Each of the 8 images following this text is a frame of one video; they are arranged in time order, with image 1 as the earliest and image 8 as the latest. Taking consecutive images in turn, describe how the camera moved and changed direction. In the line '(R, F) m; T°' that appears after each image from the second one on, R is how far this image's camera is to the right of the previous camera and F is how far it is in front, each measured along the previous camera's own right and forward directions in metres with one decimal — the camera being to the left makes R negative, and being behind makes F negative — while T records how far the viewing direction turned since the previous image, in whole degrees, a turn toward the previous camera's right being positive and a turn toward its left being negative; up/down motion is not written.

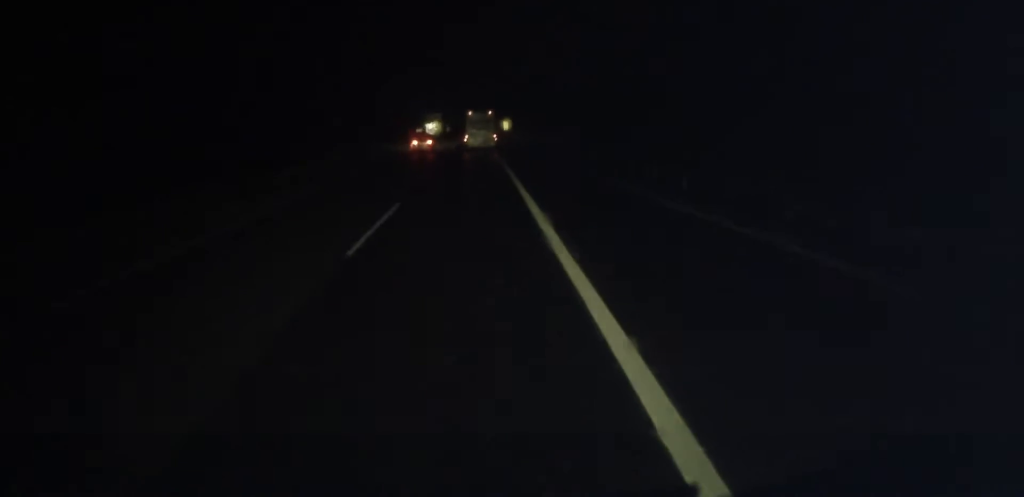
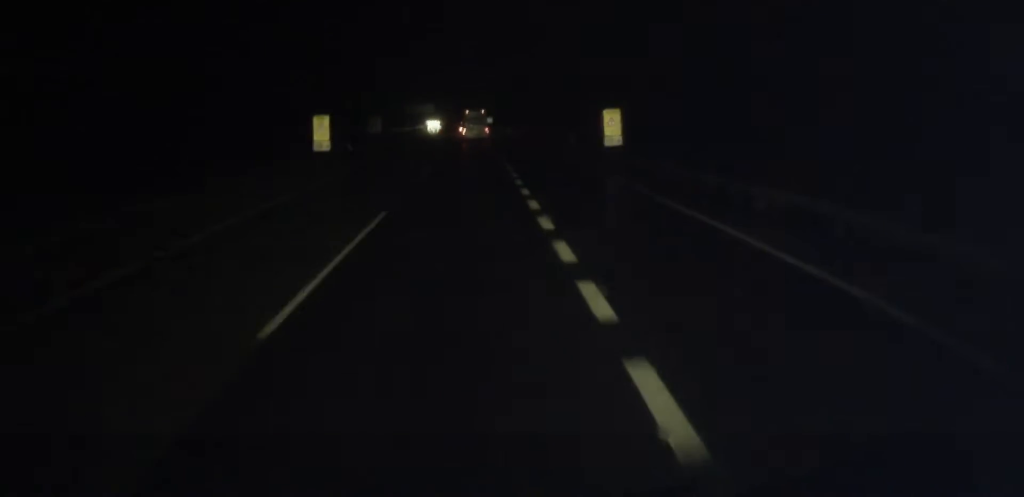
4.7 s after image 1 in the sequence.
(-0.7, +111.1) m; -1°
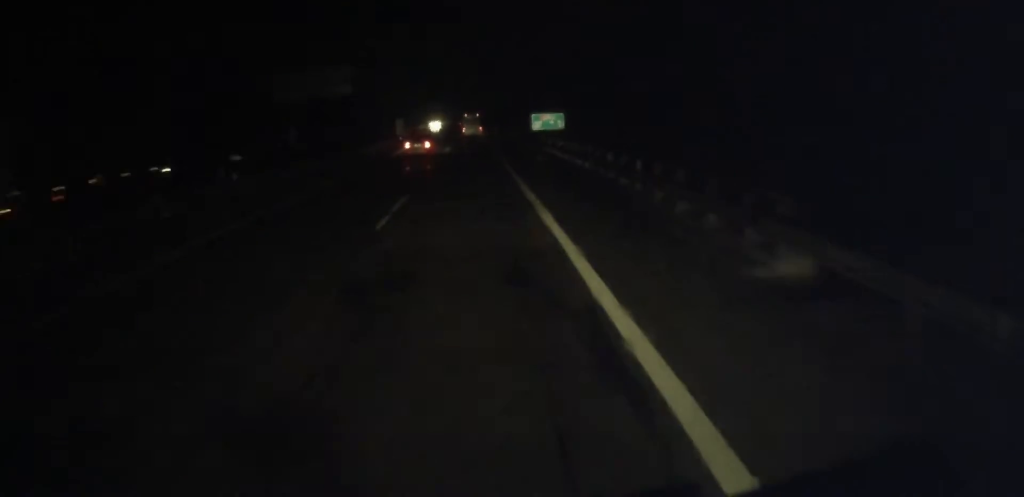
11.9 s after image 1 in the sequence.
(-2.4, +170.0) m; -1°
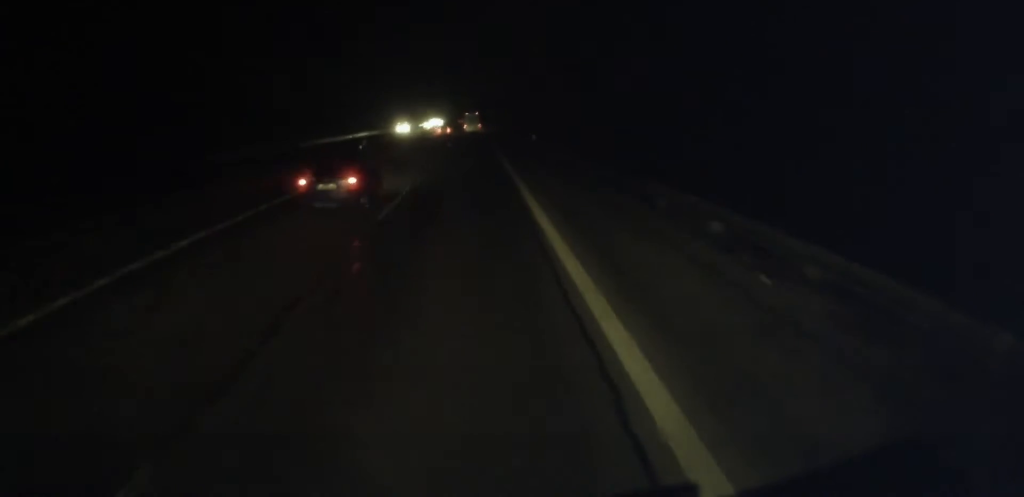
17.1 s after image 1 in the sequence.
(-1.2, +122.3) m; -1°
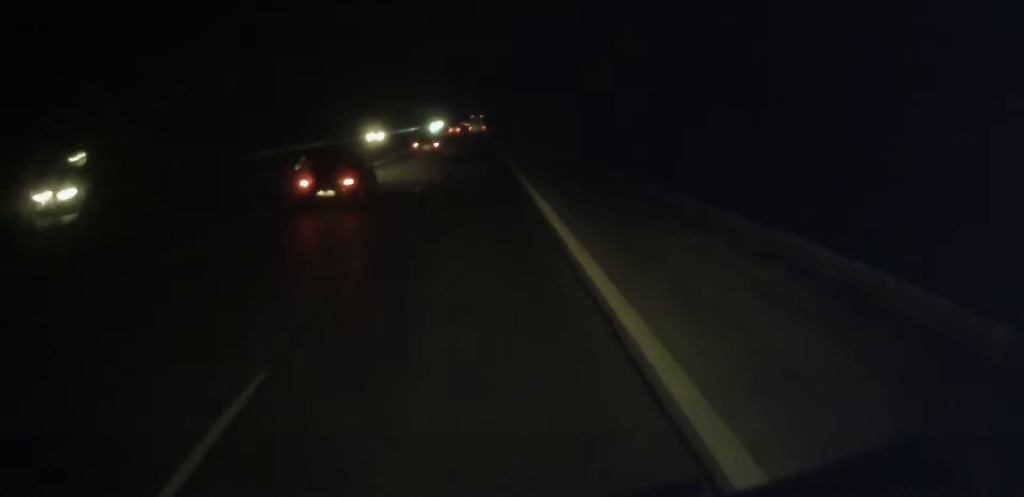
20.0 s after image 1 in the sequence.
(-0.5, +68.8) m; 0°
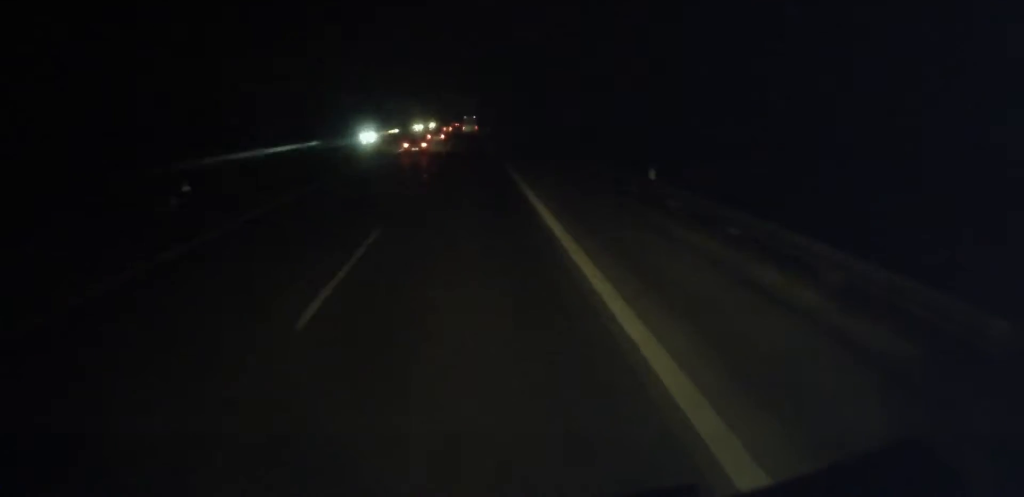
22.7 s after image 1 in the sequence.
(-0.1, +62.5) m; 0°
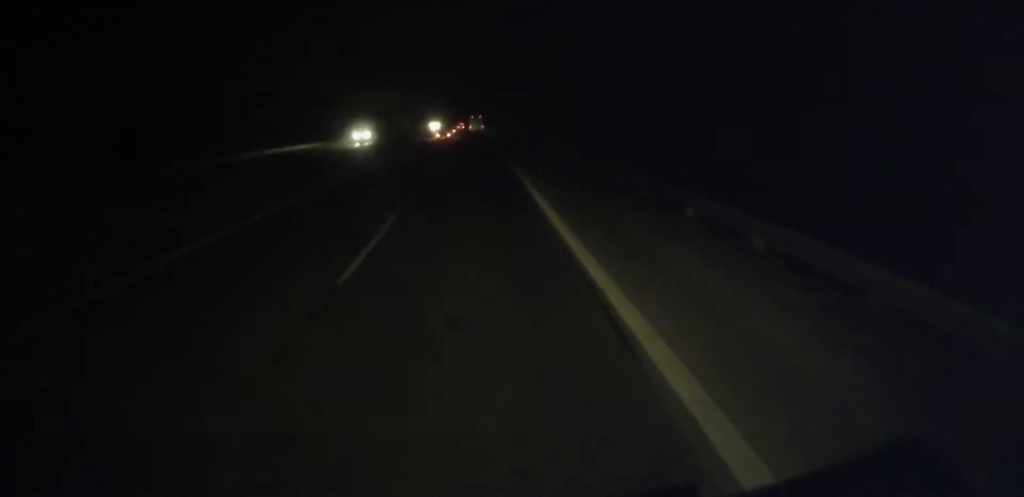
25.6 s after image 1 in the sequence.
(-0.1, +68.7) m; 0°
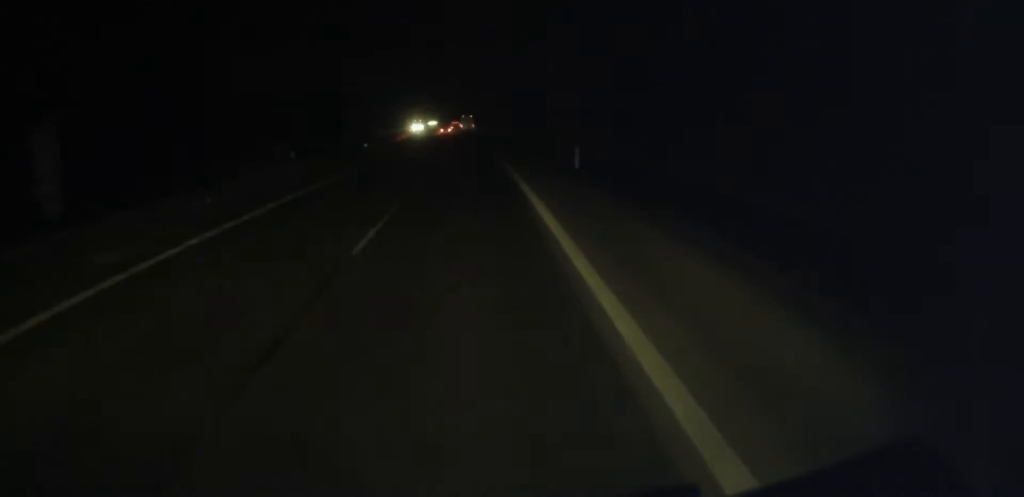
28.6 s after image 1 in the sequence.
(-0.4, +68.8) m; -1°
